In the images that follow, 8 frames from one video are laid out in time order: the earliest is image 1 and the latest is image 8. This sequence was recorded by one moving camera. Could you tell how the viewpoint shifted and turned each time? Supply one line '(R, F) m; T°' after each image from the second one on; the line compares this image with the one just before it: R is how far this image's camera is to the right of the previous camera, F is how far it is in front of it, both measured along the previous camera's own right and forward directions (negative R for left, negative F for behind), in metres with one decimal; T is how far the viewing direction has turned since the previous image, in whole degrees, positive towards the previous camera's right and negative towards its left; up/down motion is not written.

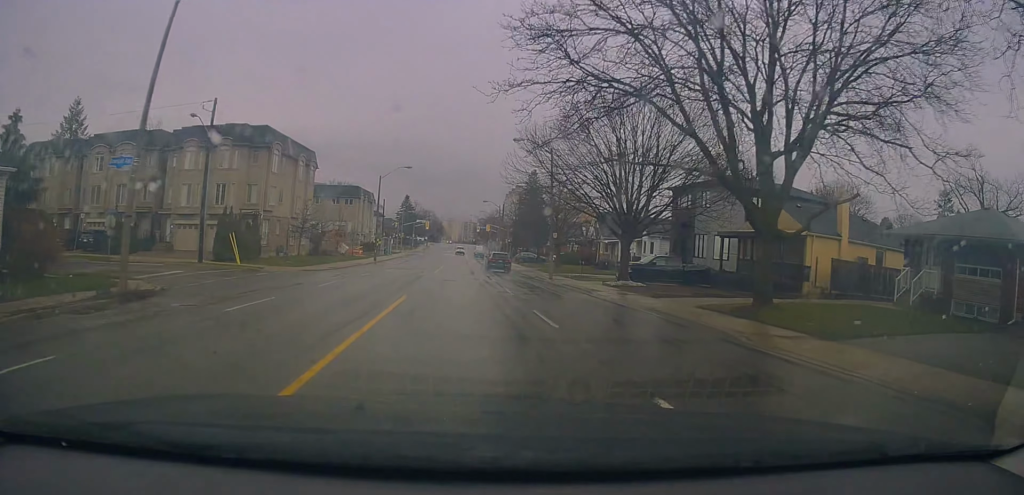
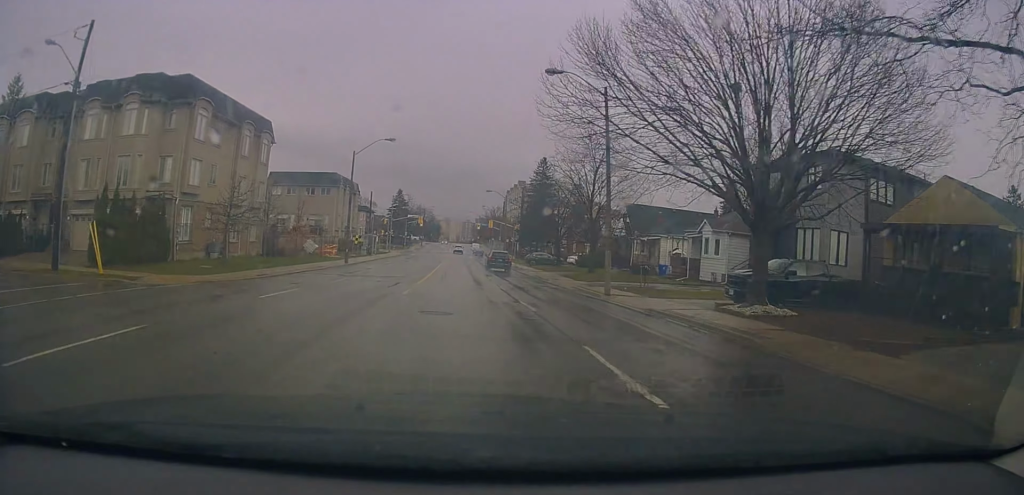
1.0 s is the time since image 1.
(0.0, +14.3) m; +1°
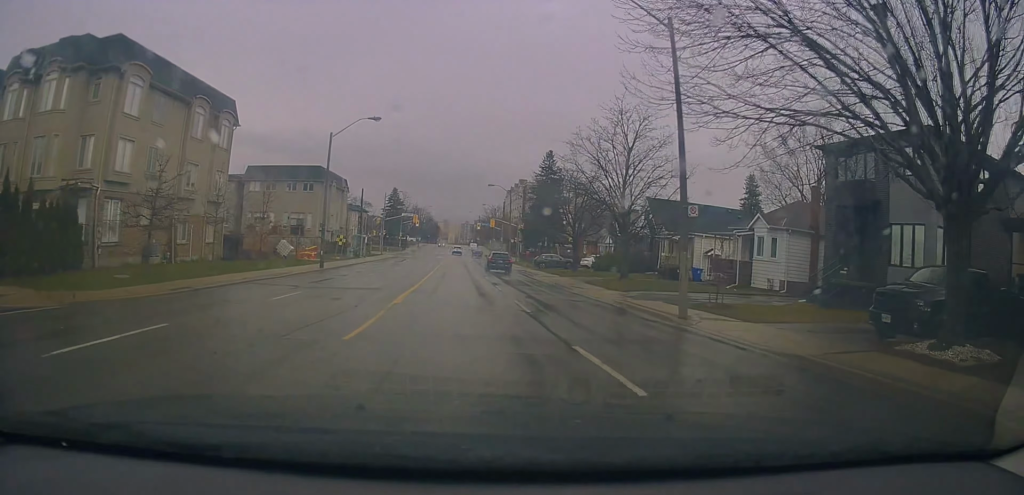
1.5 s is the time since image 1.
(0.0, +8.0) m; +1°
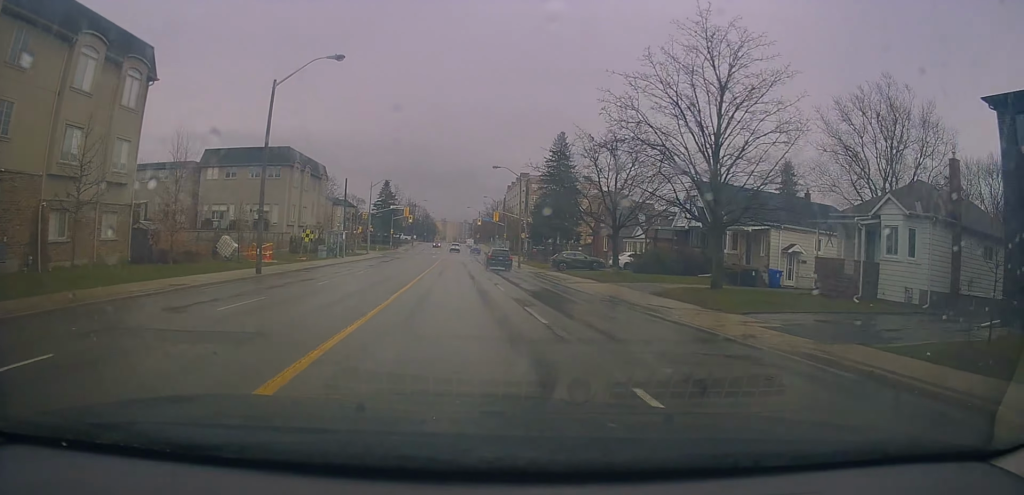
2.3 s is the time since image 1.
(+0.2, +13.3) m; +1°
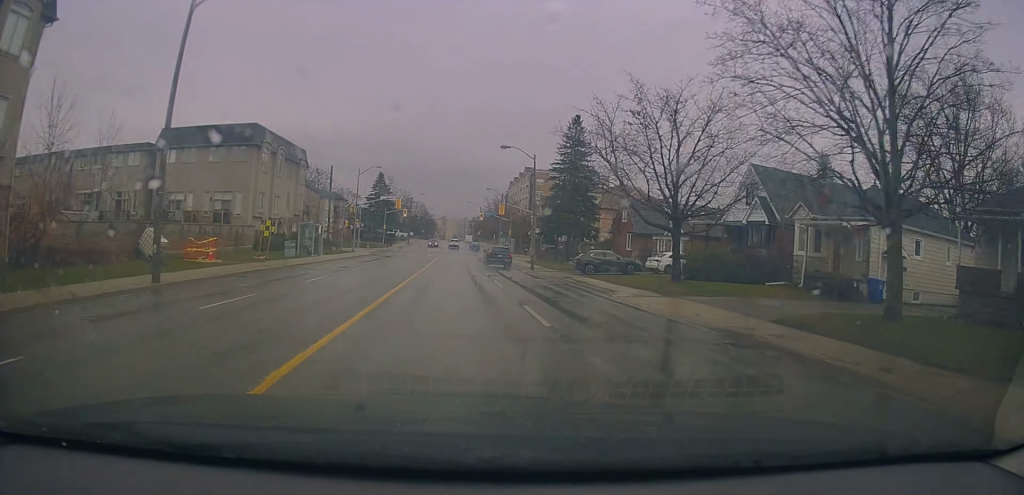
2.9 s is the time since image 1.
(0.0, +8.5) m; 0°
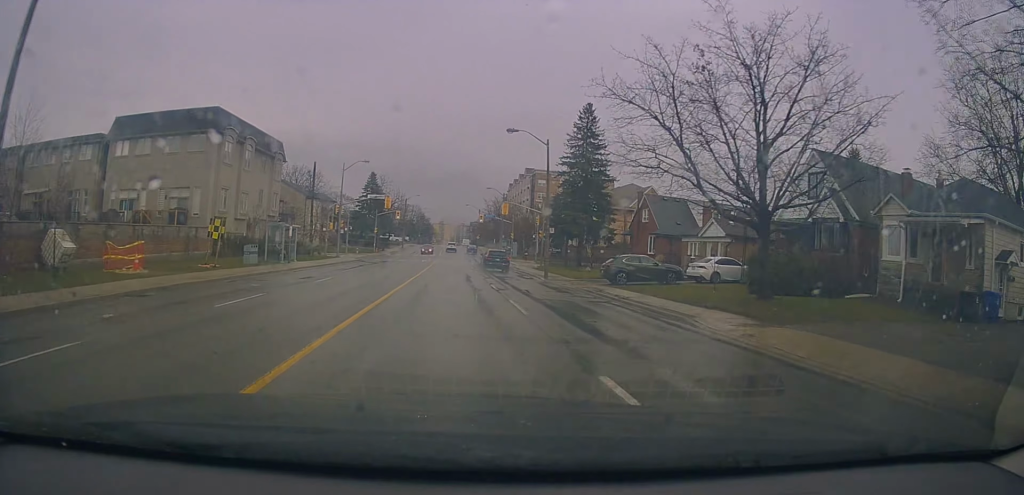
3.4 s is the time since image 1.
(0.0, +7.3) m; 0°
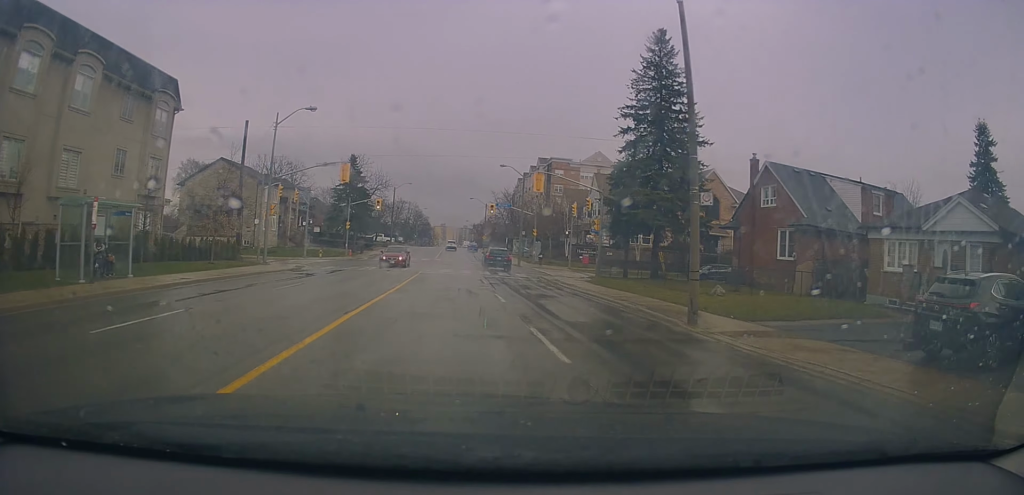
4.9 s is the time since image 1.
(-0.3, +20.7) m; -2°
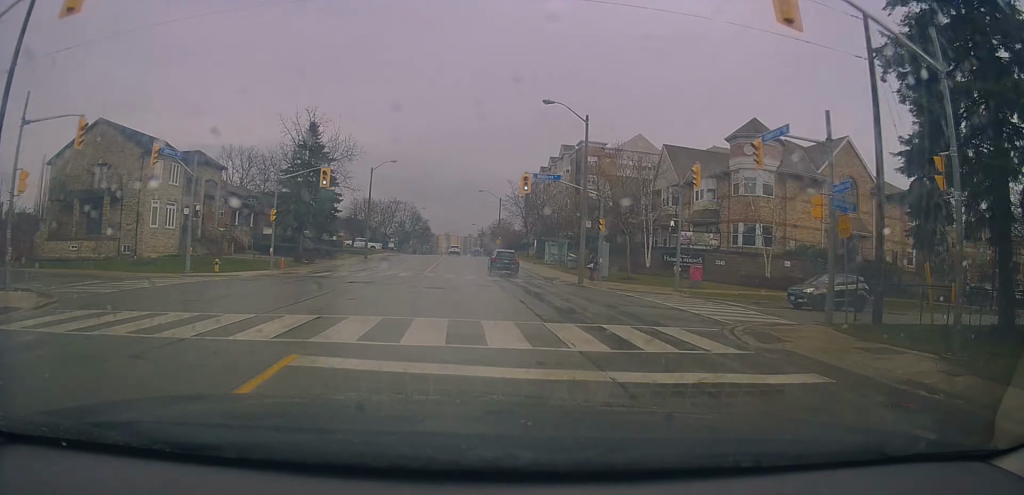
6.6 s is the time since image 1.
(+0.1, +27.5) m; +1°
